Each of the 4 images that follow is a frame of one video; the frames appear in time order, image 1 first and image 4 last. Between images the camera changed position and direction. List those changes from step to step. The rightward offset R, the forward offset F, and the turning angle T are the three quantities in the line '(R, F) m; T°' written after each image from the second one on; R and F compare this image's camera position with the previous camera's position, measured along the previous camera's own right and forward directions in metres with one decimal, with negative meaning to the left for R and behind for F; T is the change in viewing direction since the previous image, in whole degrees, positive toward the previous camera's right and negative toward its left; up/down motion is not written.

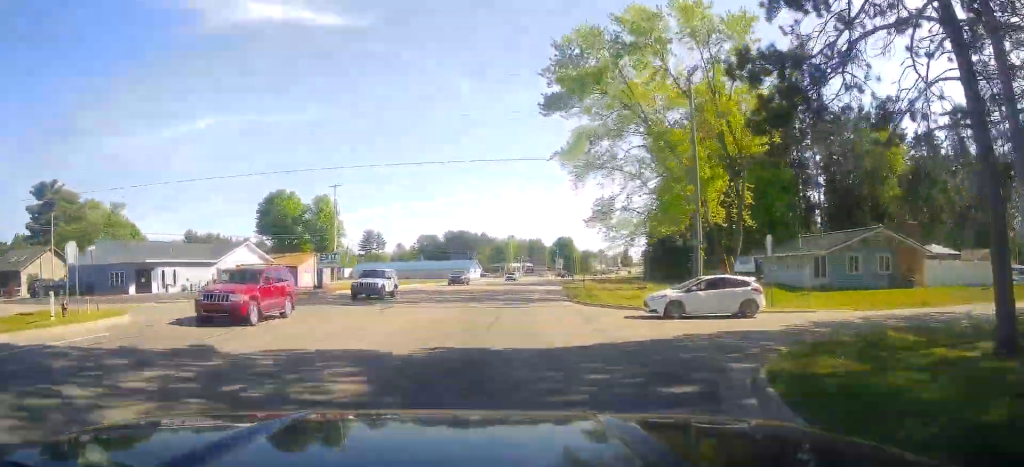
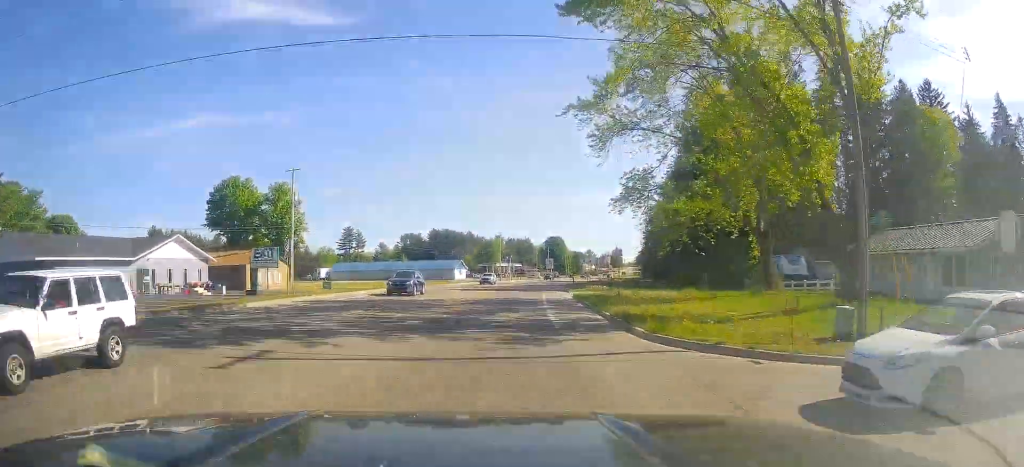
(+0.2, +14.1) m; +2°
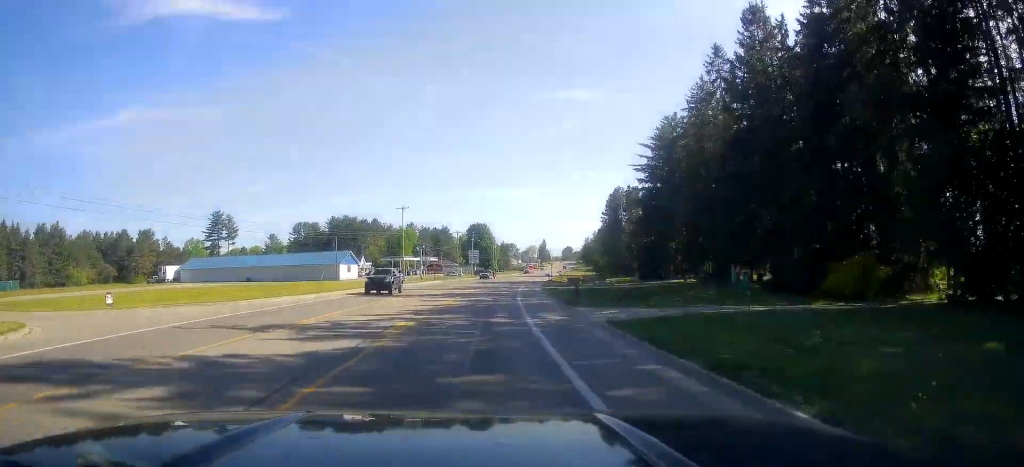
(+4.0, +53.8) m; +8°
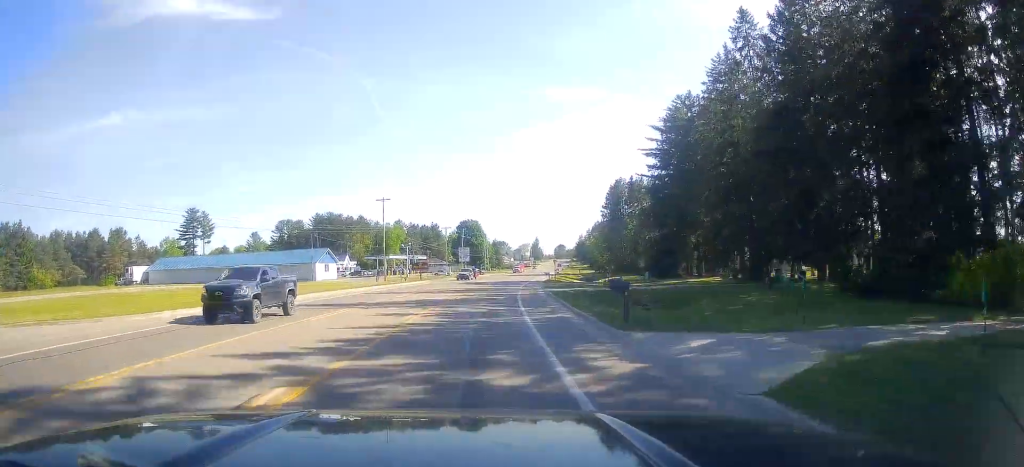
(-0.1, +11.0) m; +1°
